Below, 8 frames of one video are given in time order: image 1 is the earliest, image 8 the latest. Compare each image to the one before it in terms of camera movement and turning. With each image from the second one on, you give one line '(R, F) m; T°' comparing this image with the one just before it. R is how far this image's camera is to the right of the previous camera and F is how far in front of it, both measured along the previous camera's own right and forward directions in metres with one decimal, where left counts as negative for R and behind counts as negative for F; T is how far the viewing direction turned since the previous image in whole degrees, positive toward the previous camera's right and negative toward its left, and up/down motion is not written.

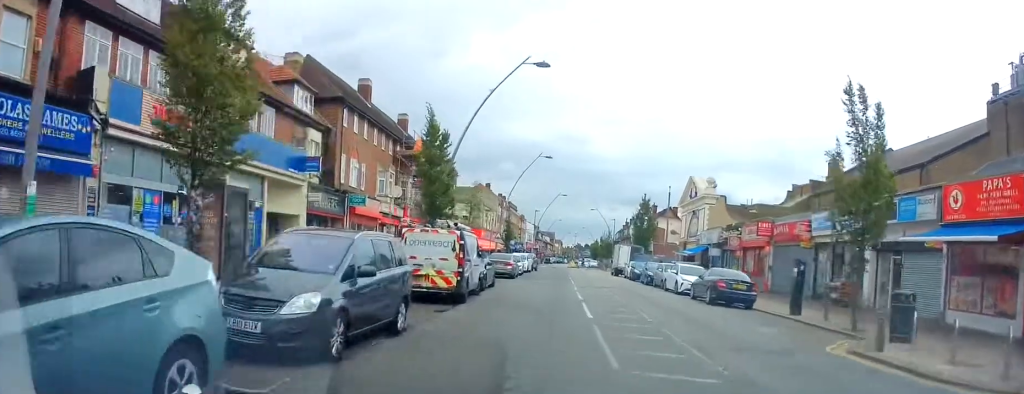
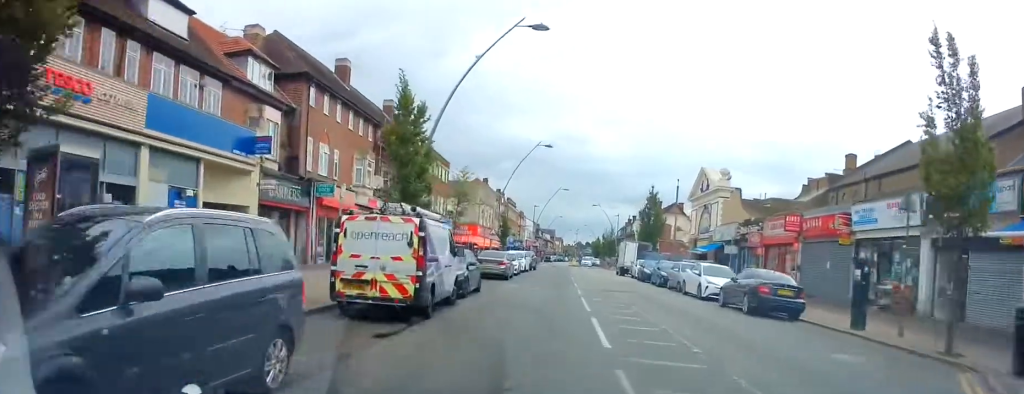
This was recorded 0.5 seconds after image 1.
(-0.8, +4.8) m; -3°
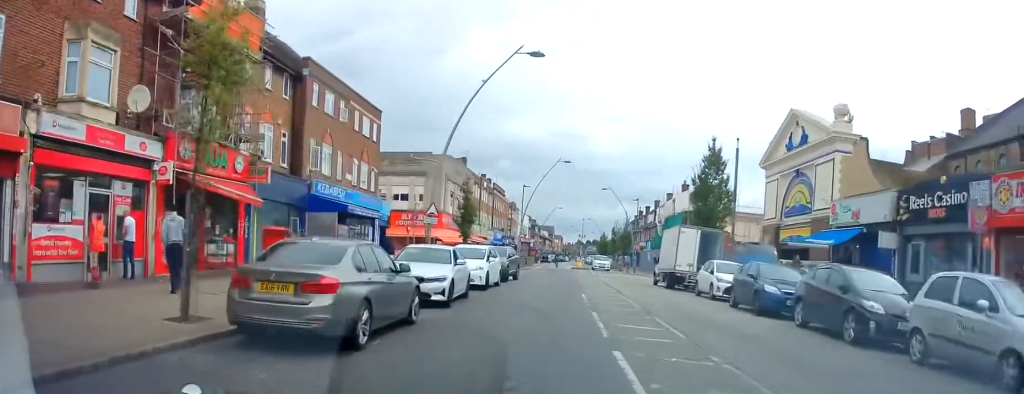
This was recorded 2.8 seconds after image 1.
(-0.8, +22.9) m; 0°
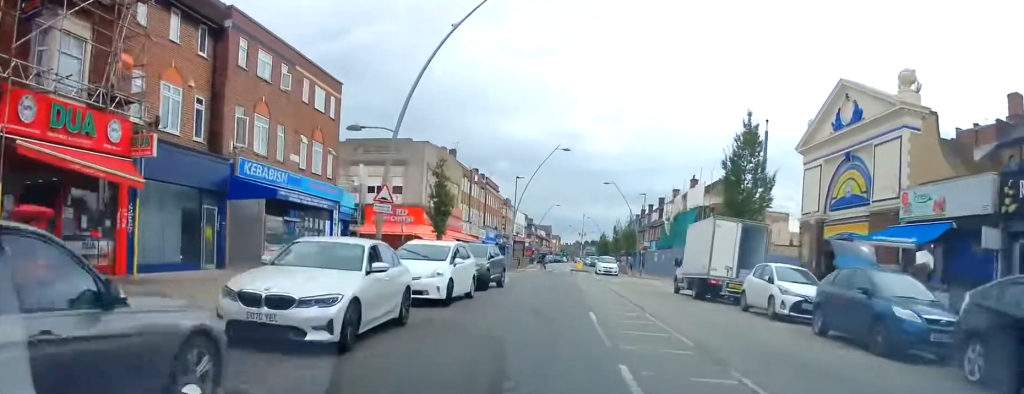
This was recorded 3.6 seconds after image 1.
(+0.3, +6.6) m; 0°
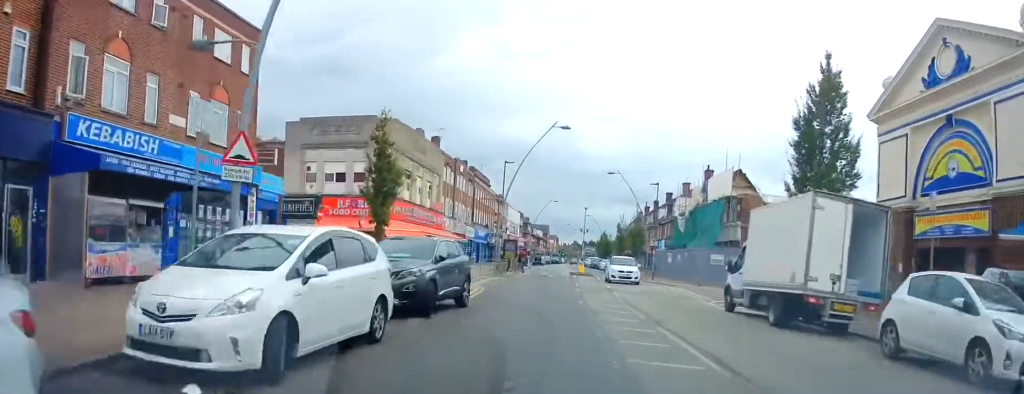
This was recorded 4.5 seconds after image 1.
(-0.1, +8.5) m; 0°
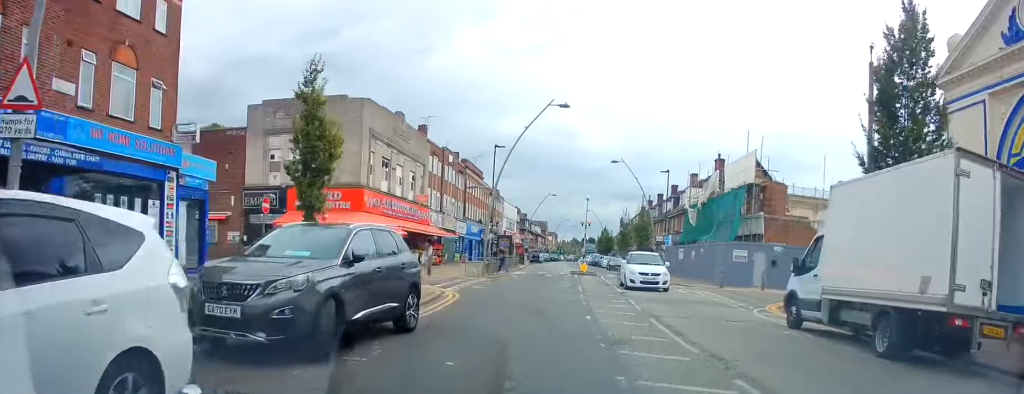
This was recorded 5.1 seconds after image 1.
(-0.1, +5.1) m; 0°
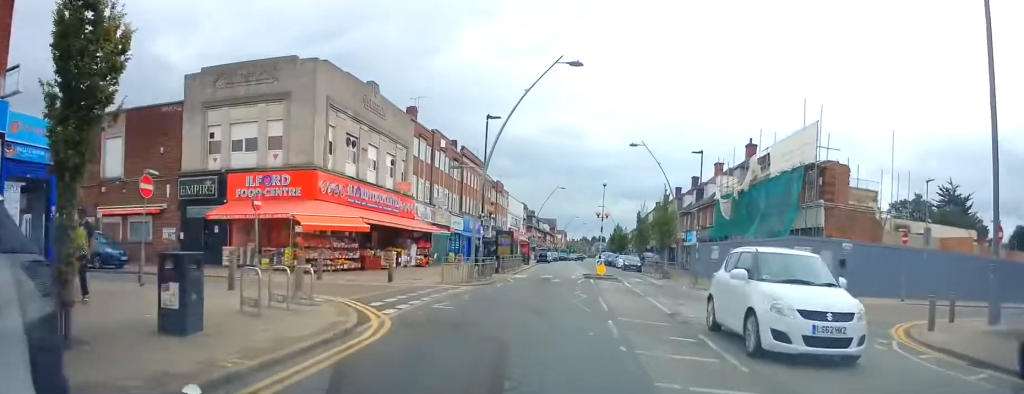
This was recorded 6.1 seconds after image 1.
(+0.4, +7.6) m; -3°
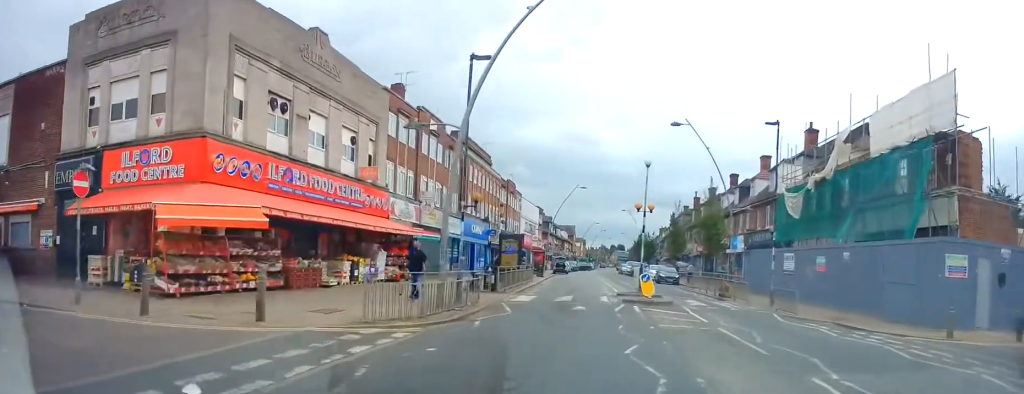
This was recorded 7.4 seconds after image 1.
(-0.6, +10.0) m; +3°
